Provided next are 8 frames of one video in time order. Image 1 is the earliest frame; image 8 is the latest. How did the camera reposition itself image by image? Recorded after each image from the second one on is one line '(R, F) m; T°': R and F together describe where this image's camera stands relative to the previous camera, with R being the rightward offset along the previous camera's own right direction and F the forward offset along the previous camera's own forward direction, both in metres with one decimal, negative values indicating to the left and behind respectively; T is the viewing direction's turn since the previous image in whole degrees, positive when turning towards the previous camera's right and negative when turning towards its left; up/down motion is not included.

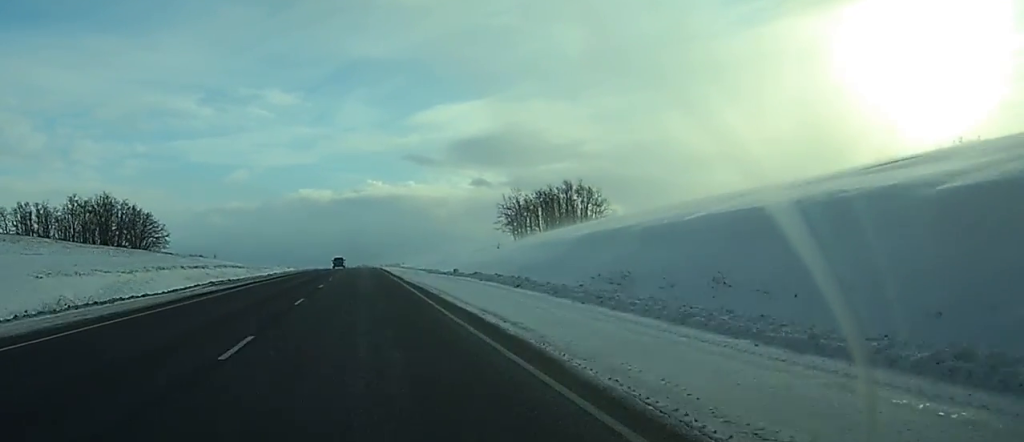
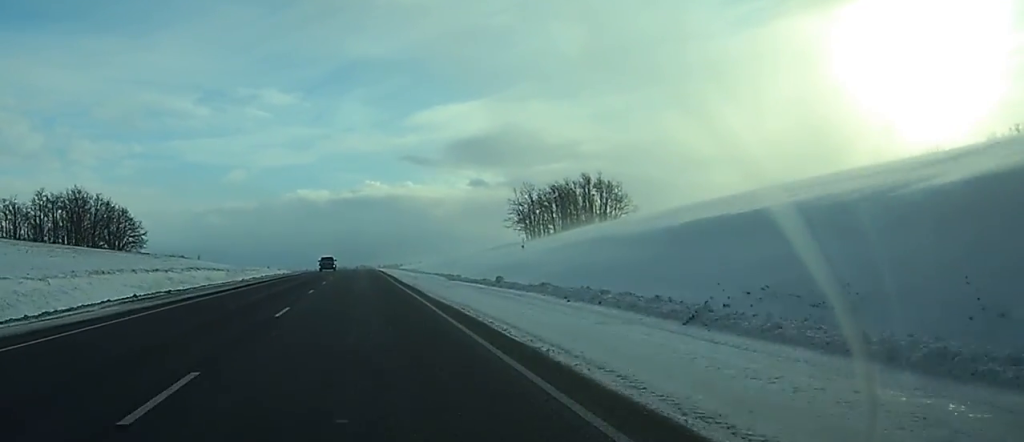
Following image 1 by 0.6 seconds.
(+0.1, +16.3) m; 0°
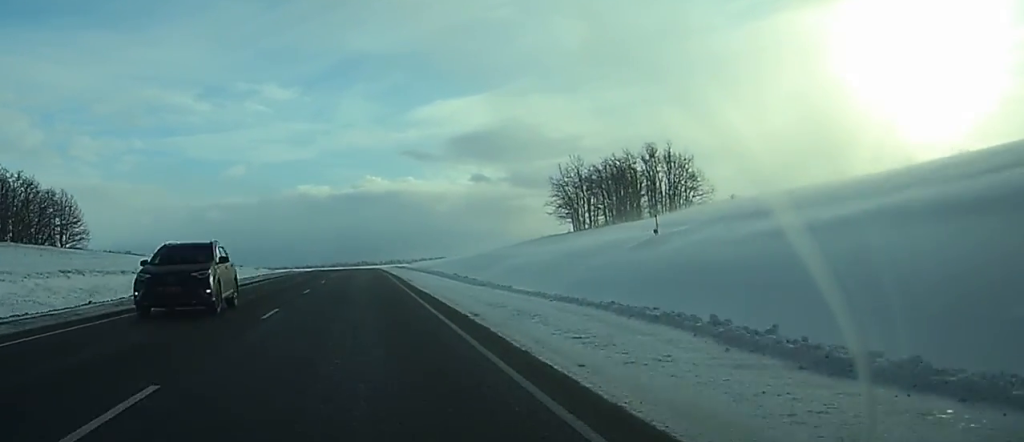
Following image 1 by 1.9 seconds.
(+0.2, +37.5) m; 0°
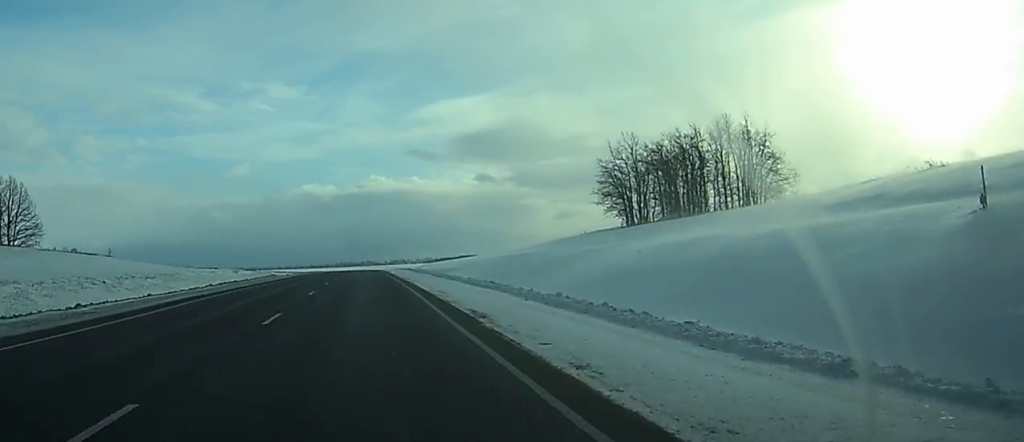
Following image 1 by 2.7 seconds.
(-0.1, +25.2) m; 0°
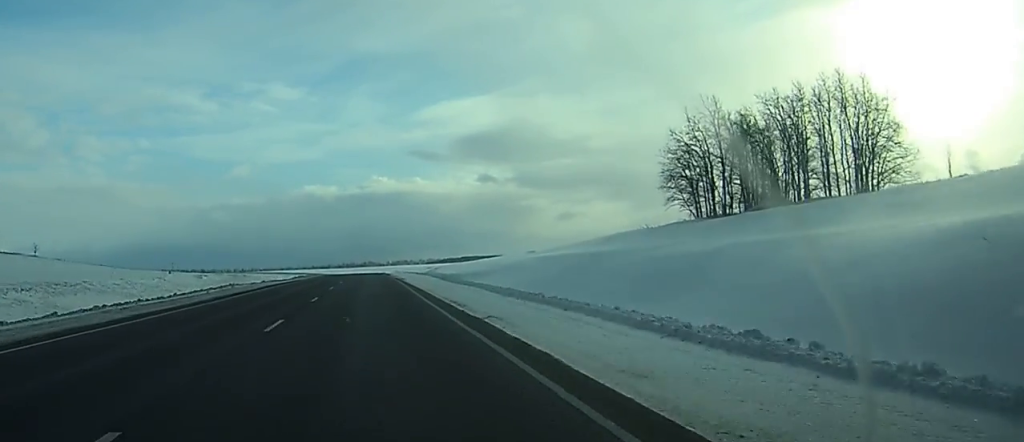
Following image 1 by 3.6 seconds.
(0.0, +25.3) m; 0°
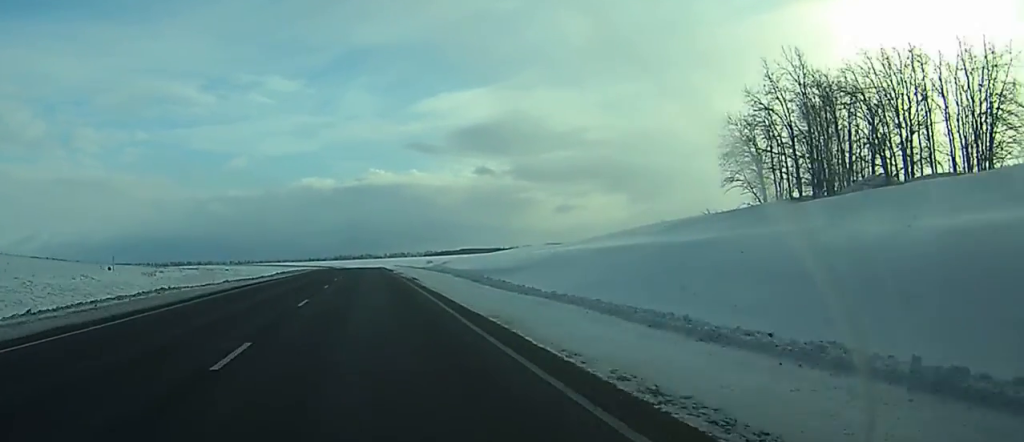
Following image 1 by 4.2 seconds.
(0.0, +17.6) m; 0°
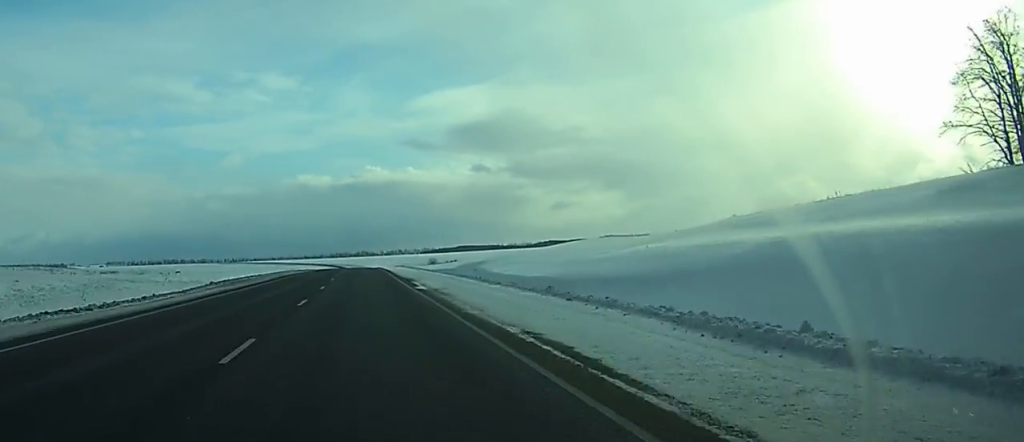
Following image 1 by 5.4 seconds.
(-0.1, +35.4) m; 0°
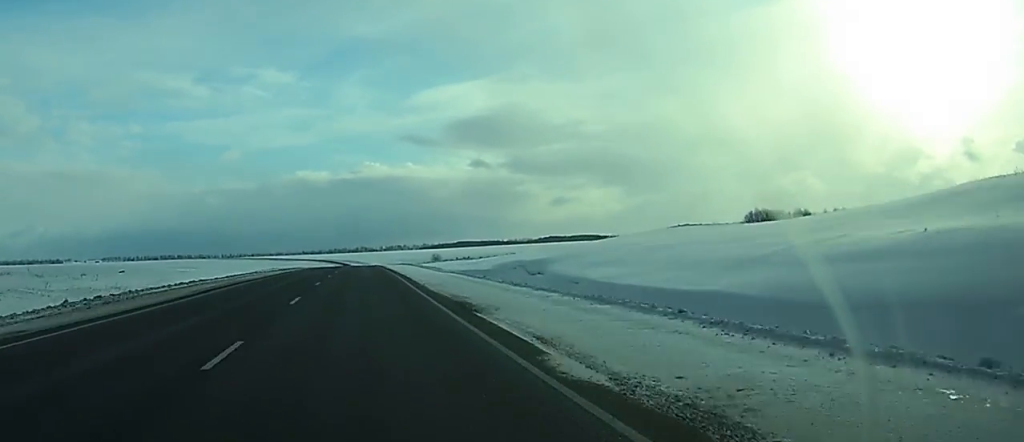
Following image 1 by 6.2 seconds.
(0.0, +24.8) m; 0°
